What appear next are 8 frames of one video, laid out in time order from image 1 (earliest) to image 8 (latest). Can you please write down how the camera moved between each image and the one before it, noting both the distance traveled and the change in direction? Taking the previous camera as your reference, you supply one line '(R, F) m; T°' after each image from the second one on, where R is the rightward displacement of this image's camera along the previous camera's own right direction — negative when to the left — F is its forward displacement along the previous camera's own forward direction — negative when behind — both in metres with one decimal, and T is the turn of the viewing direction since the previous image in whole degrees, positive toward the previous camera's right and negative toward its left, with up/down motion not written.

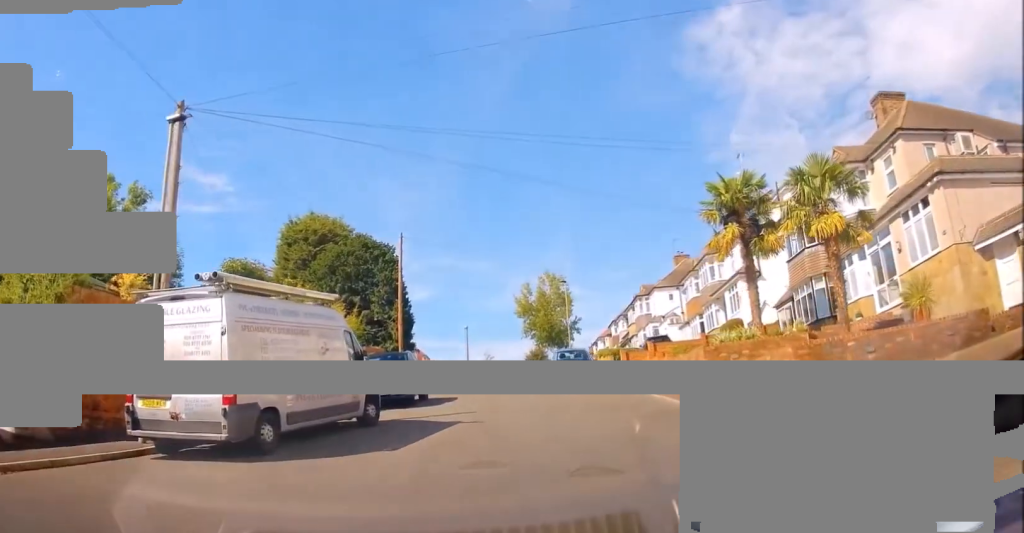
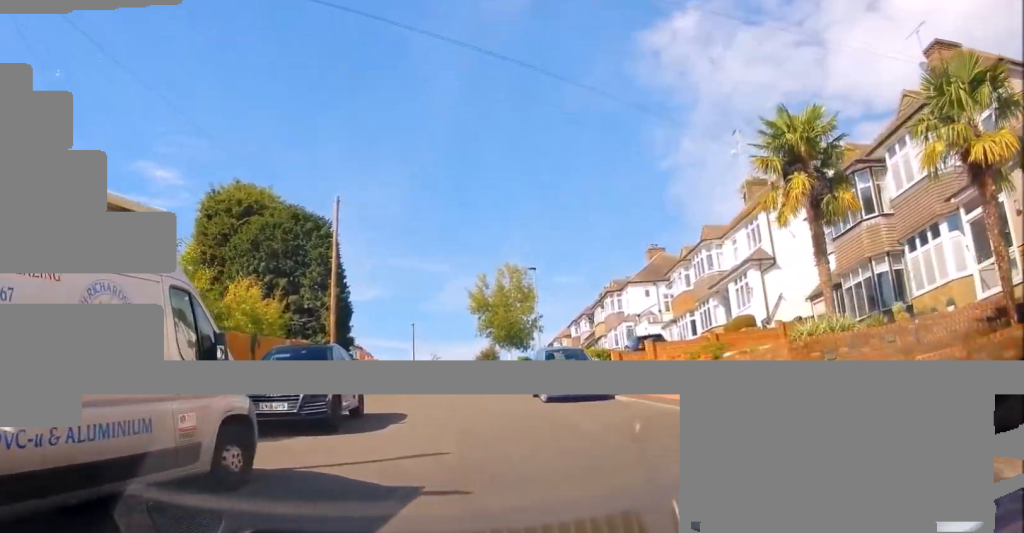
(+0.4, +6.9) m; +8°
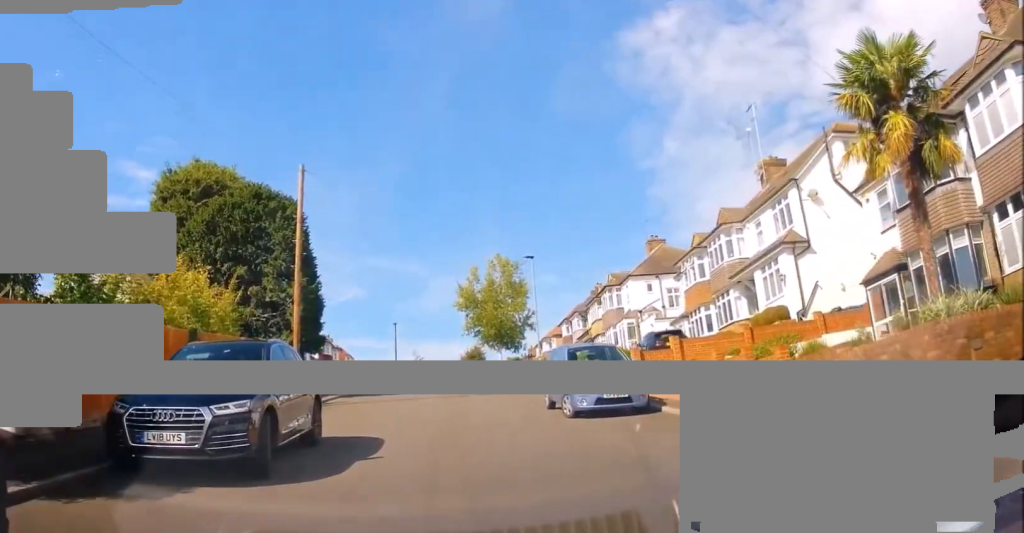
(+0.2, +4.4) m; +4°
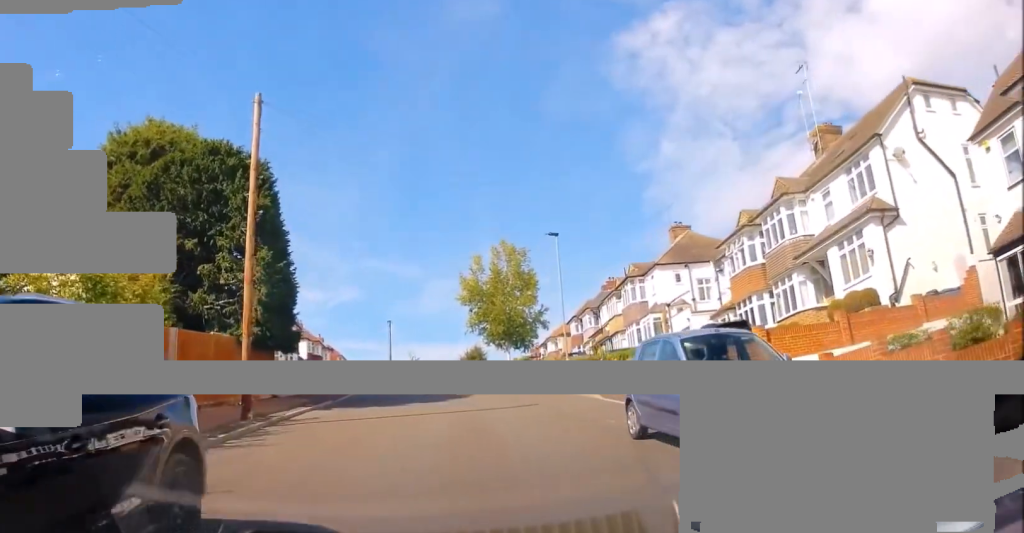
(+0.2, +6.2) m; -1°
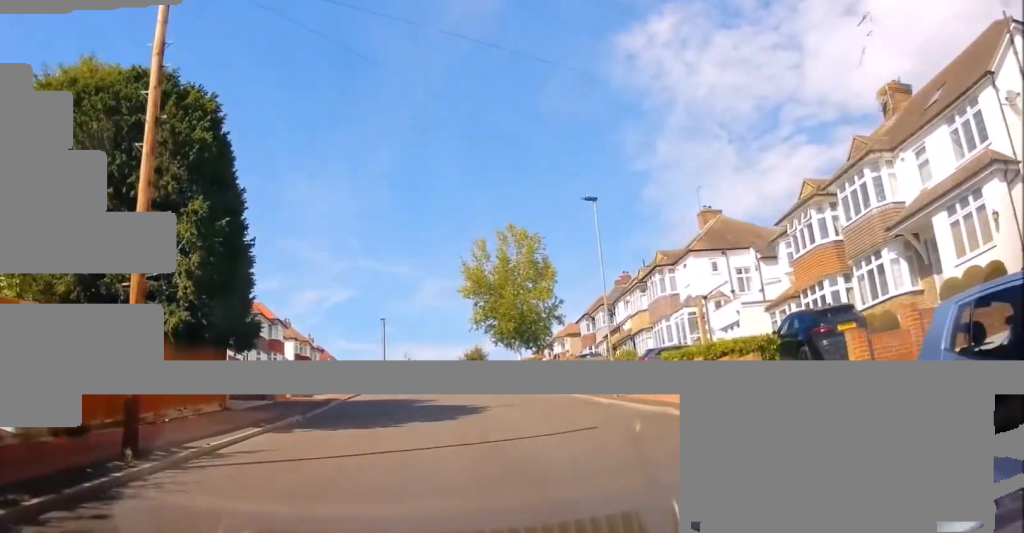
(-0.3, +5.8) m; -1°
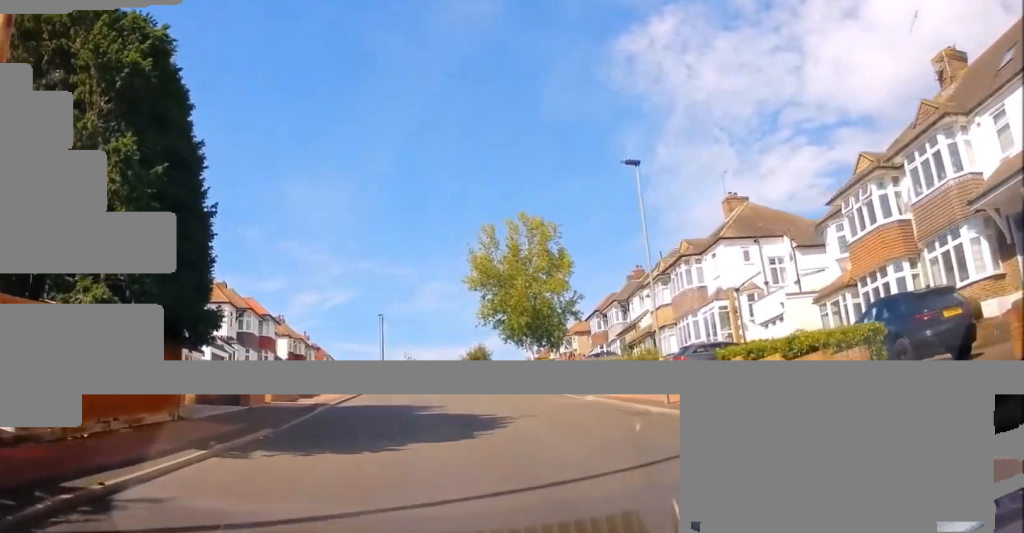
(-0.2, +3.5) m; +2°
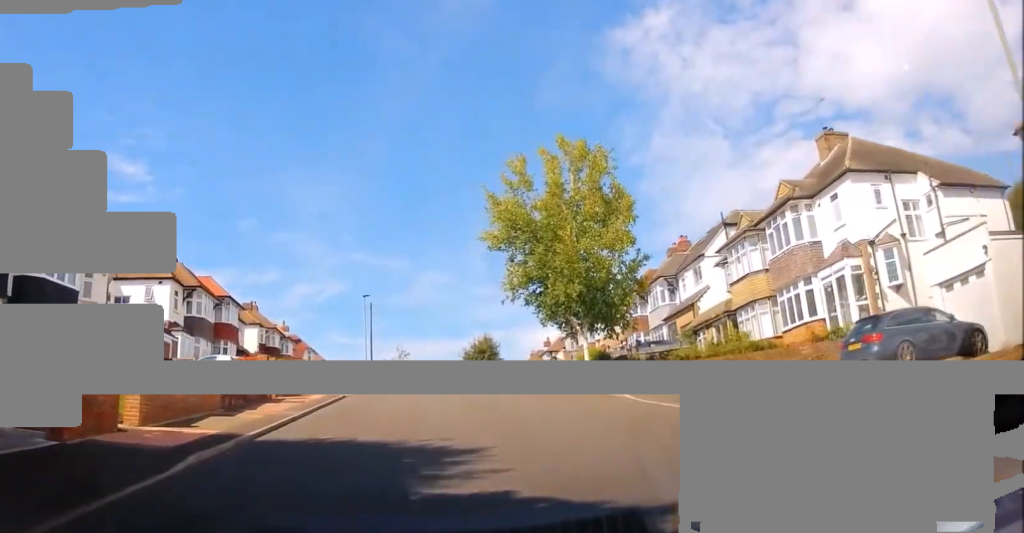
(+0.2, +11.3) m; -2°
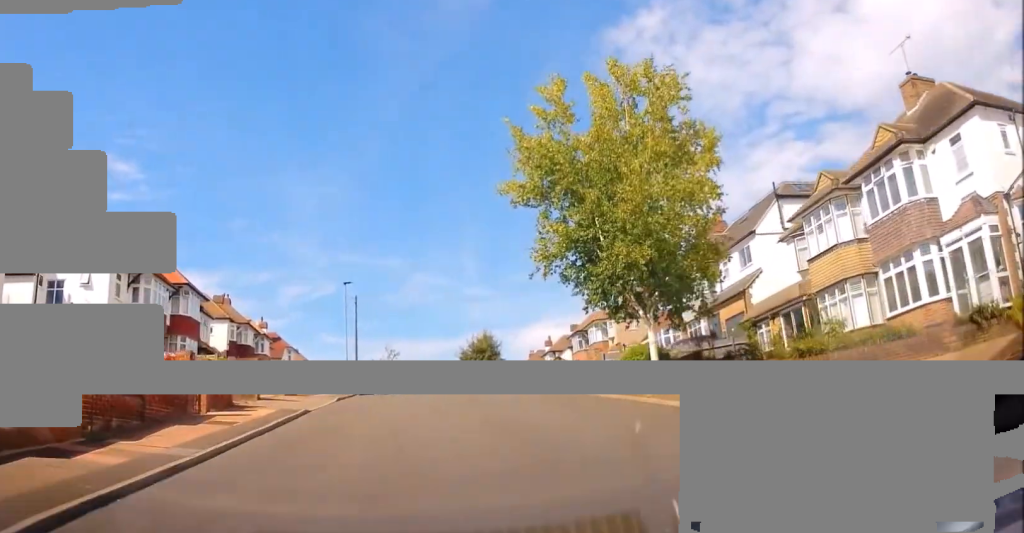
(+0.1, +7.1) m; +2°
